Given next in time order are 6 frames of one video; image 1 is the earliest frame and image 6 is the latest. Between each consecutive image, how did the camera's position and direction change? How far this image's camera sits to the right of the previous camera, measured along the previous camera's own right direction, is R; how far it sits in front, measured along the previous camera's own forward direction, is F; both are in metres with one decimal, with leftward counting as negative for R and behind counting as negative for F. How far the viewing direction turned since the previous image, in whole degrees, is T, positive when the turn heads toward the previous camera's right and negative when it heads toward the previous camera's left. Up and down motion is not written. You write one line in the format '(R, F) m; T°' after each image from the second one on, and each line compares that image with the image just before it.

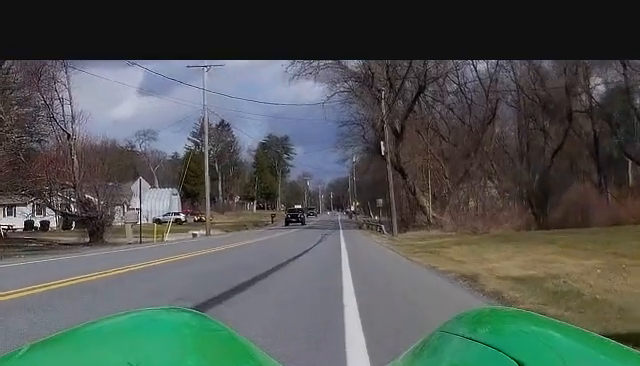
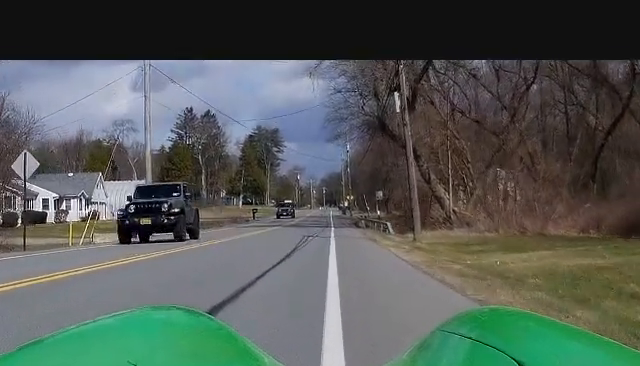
(-0.2, +14.4) m; -3°
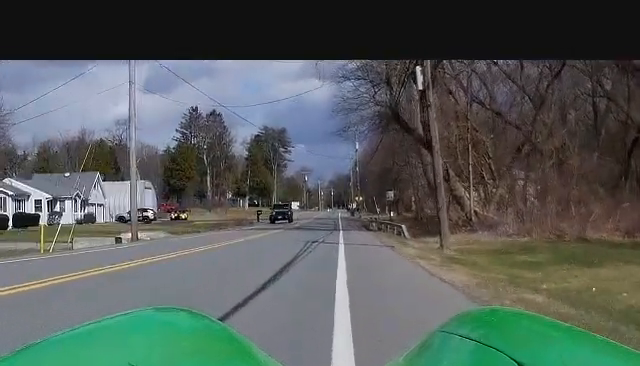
(-0.1, +4.5) m; 0°
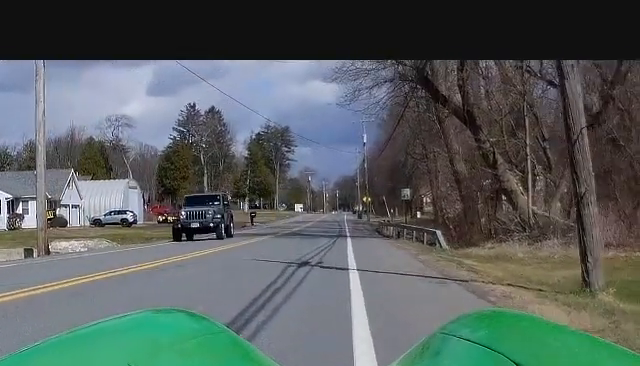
(+0.4, +11.5) m; +1°
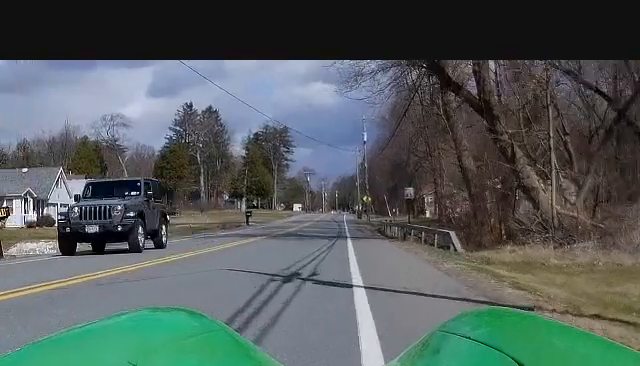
(-0.2, +3.4) m; -1°
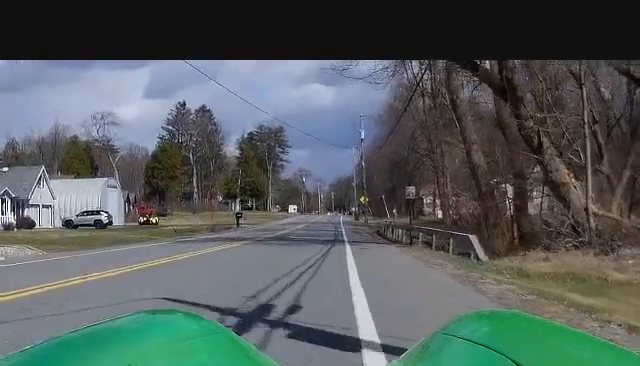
(-0.1, +4.2) m; -2°
